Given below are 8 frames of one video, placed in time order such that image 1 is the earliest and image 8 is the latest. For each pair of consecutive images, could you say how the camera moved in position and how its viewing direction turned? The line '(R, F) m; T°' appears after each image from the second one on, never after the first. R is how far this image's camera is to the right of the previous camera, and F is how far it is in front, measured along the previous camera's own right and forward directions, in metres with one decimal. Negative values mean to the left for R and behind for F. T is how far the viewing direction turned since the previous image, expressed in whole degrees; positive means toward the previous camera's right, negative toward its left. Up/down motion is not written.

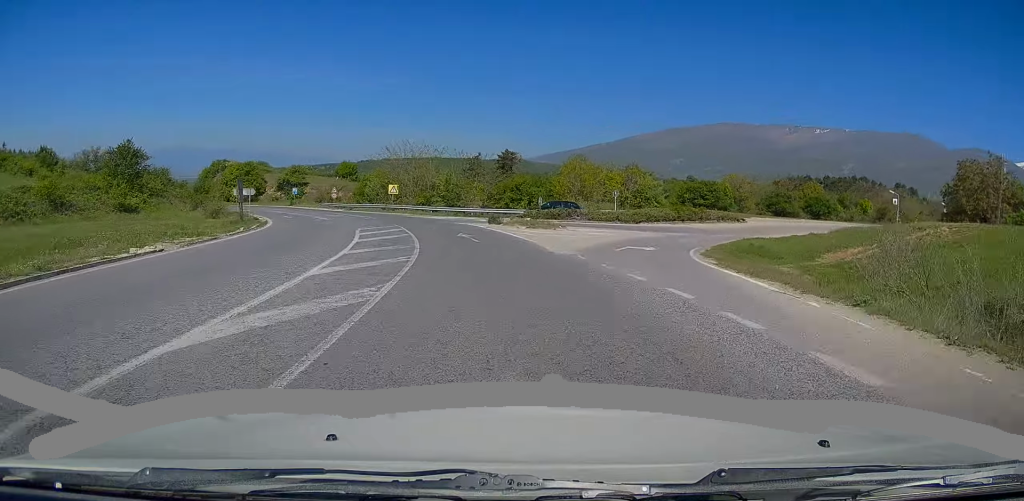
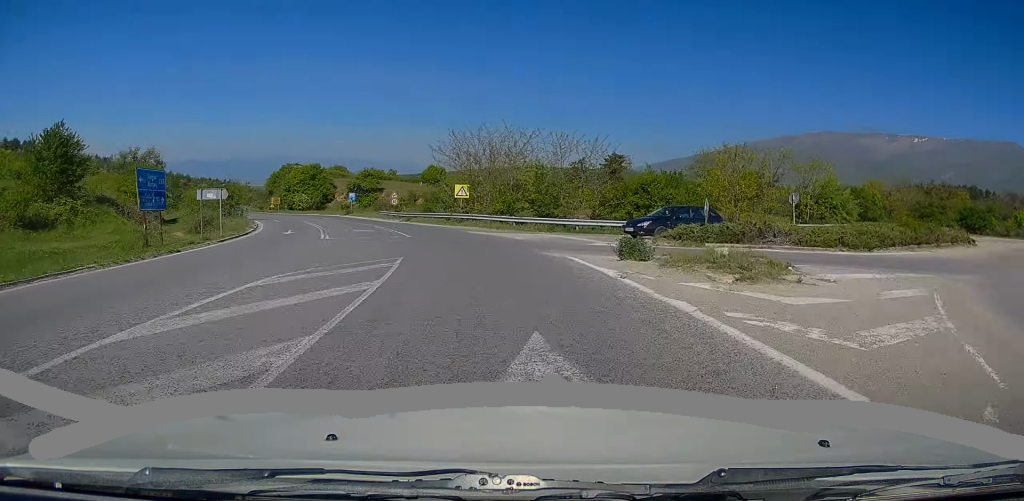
(-0.8, +18.7) m; -8°
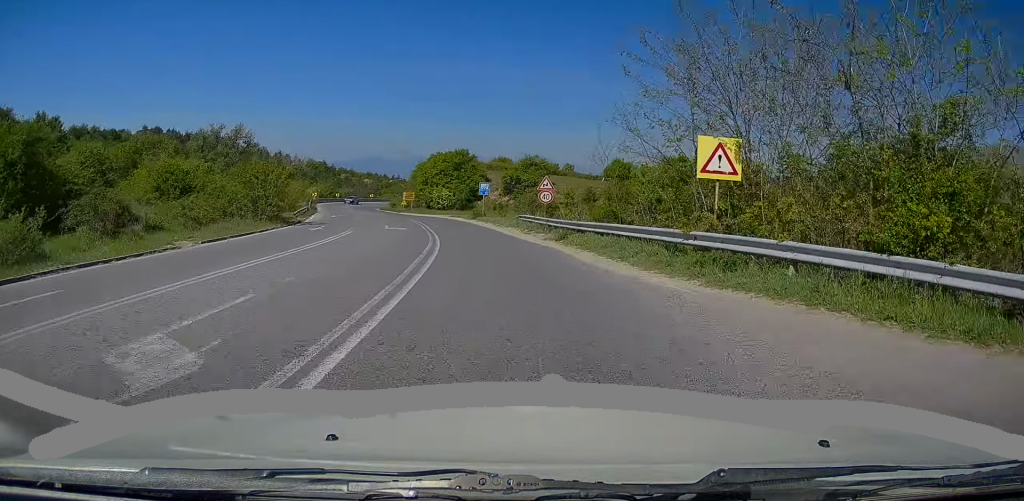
(-3.8, +28.4) m; -14°
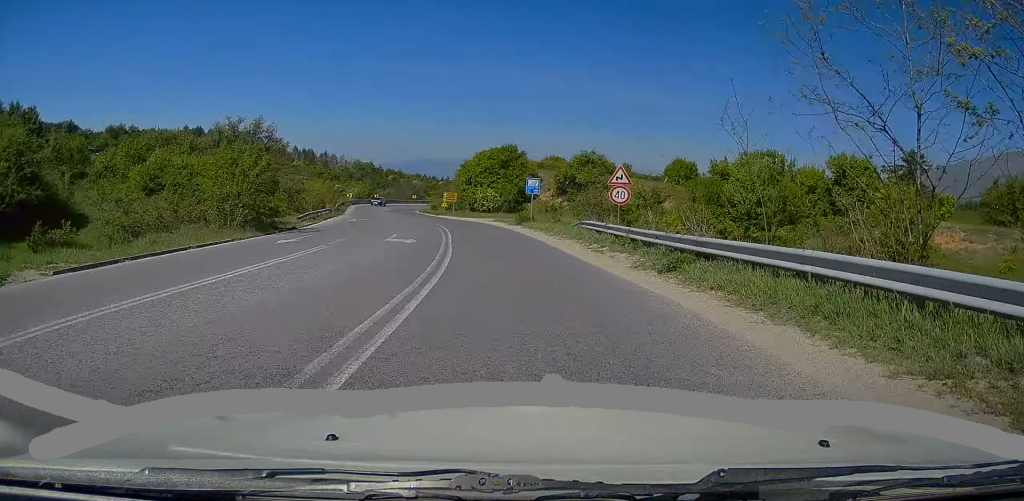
(-0.4, +9.3) m; -4°
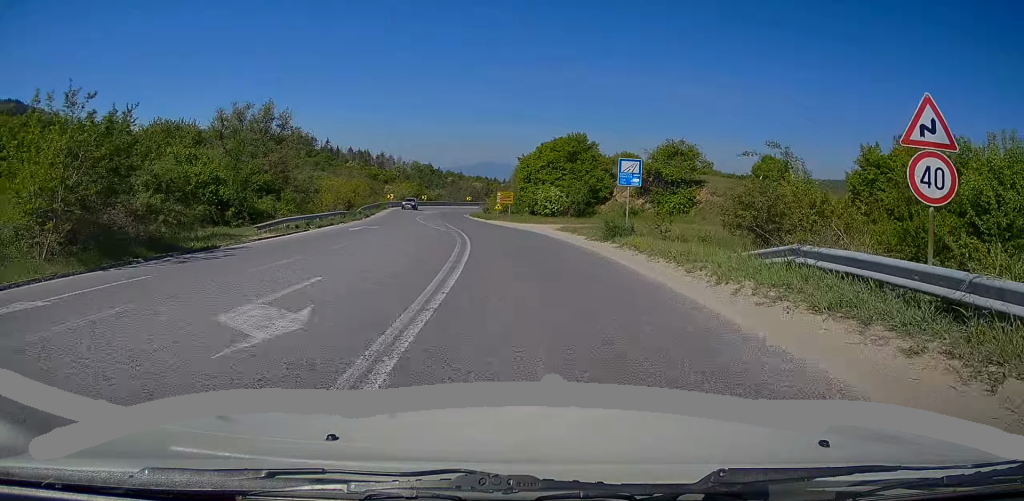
(-0.9, +14.1) m; -7°
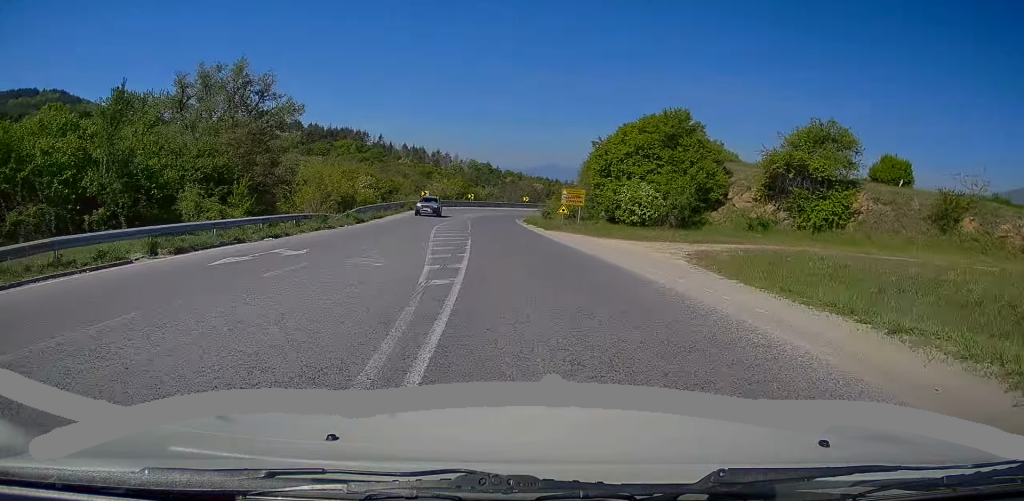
(-1.4, +18.5) m; -8°
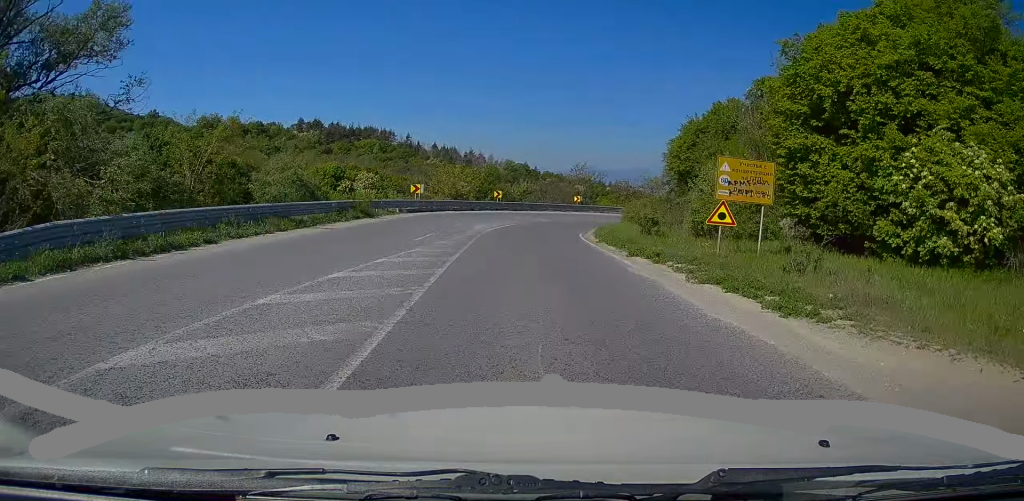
(-1.7, +28.6) m; -4°
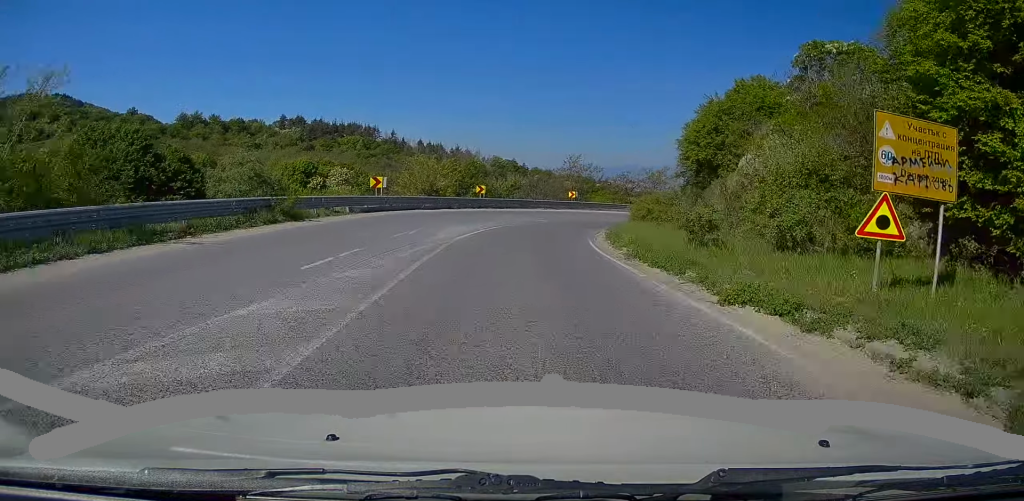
(0.0, +8.4) m; 0°
